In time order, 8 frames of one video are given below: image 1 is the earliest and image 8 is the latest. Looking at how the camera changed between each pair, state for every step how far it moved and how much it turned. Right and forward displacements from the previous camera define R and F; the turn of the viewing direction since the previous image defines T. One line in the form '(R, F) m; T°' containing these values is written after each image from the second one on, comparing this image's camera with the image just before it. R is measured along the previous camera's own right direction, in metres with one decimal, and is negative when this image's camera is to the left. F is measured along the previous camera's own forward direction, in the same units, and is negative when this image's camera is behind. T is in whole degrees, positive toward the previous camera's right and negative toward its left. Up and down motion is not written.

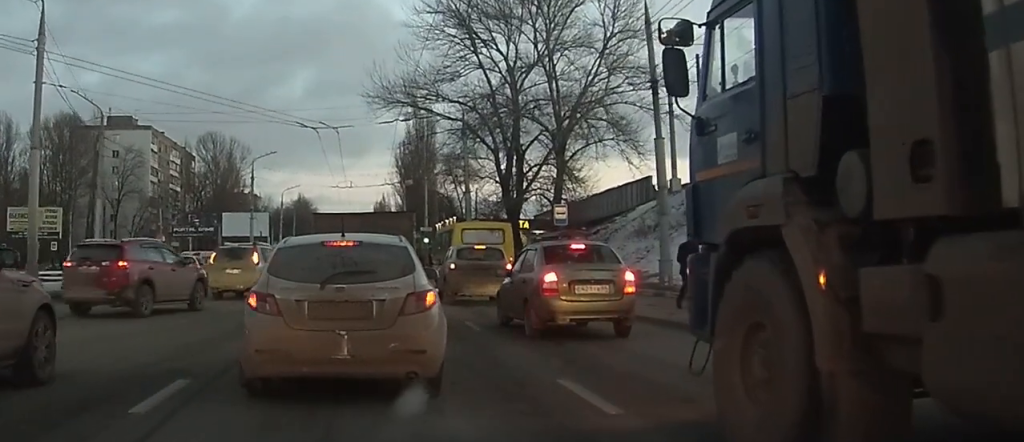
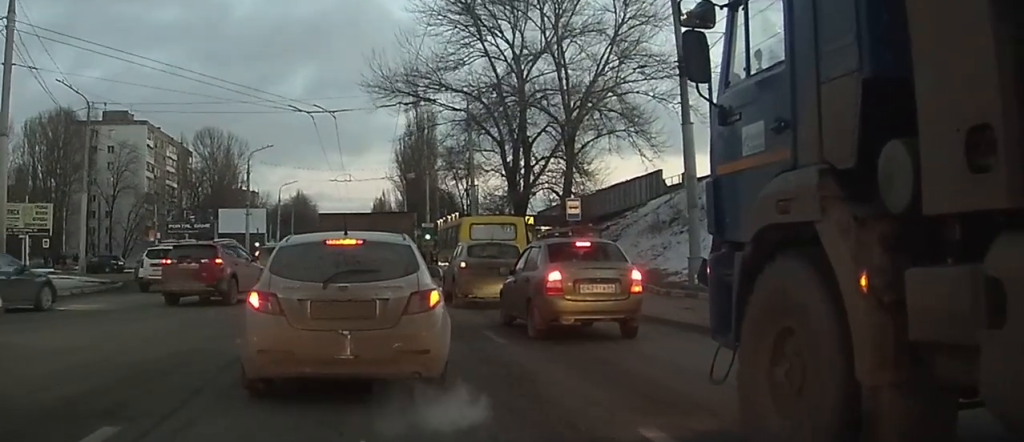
(-0.1, +2.8) m; -2°
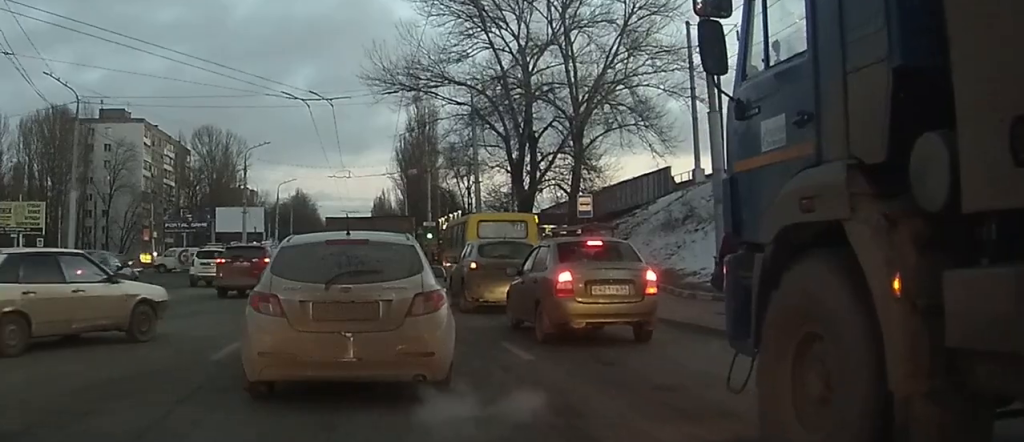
(0.0, +2.2) m; 0°
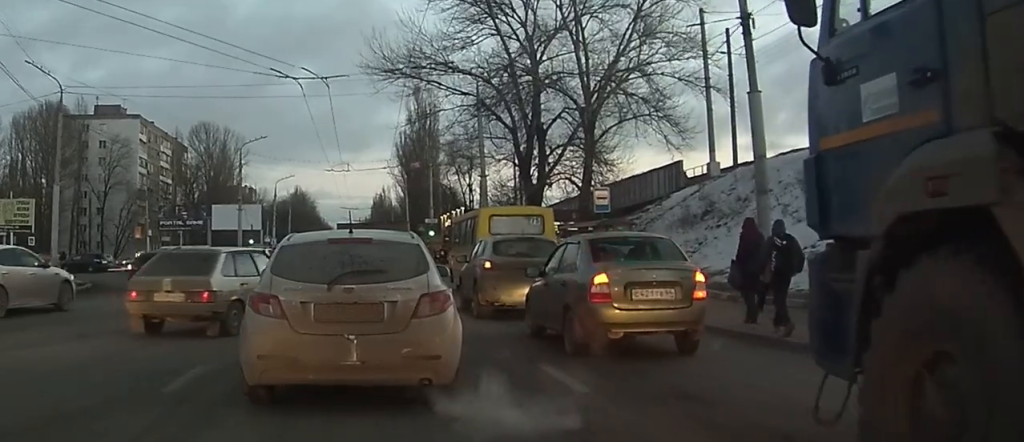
(0.0, +2.7) m; +1°
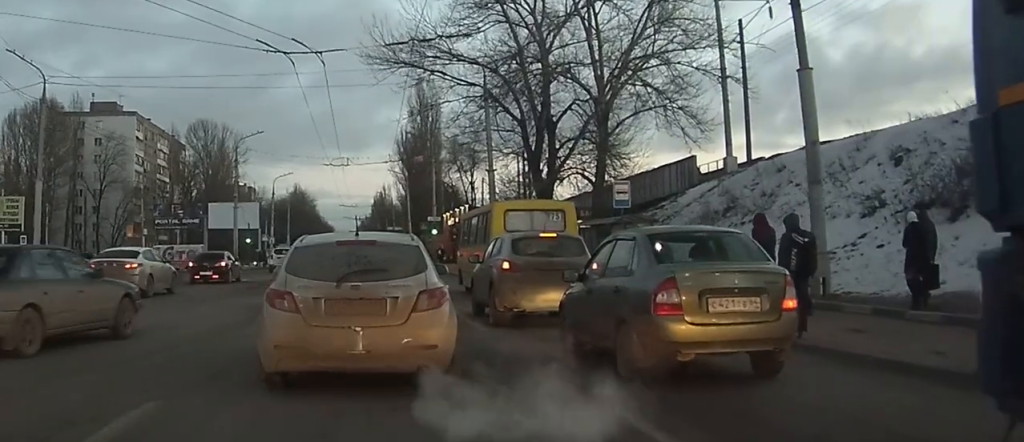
(0.0, +2.7) m; -1°
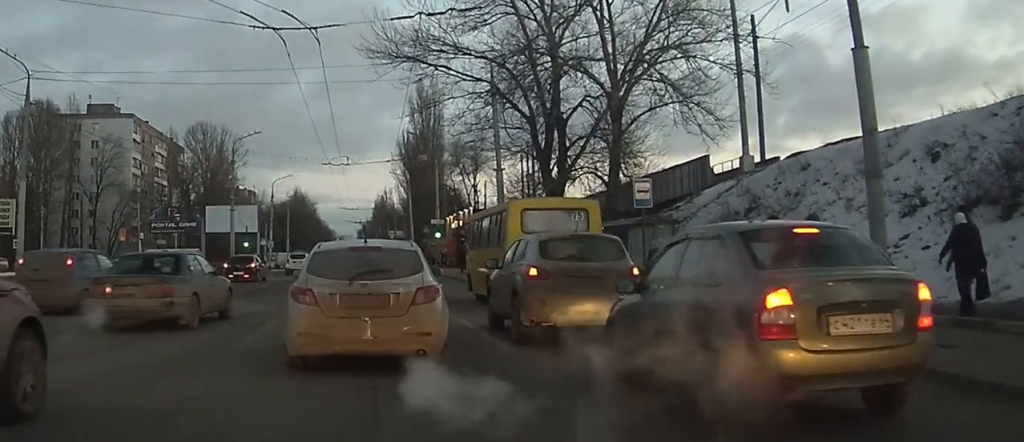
(-0.1, +2.3) m; -2°
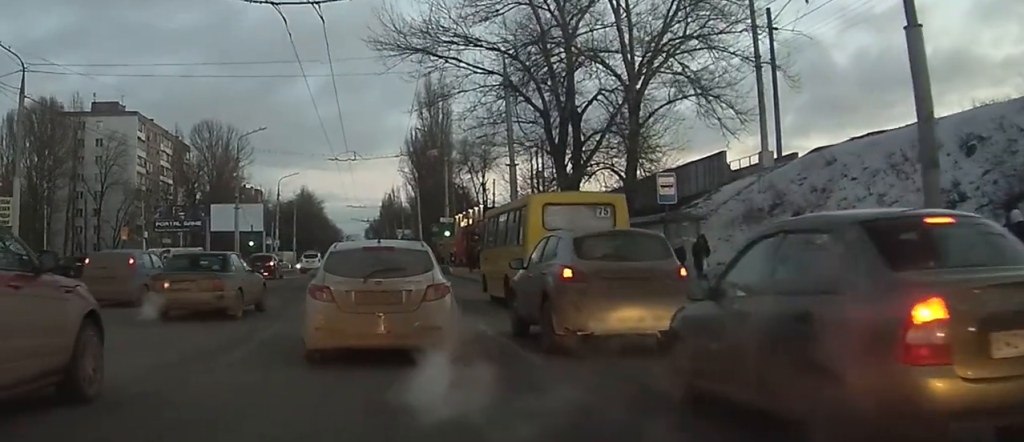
(0.0, +1.3) m; 0°
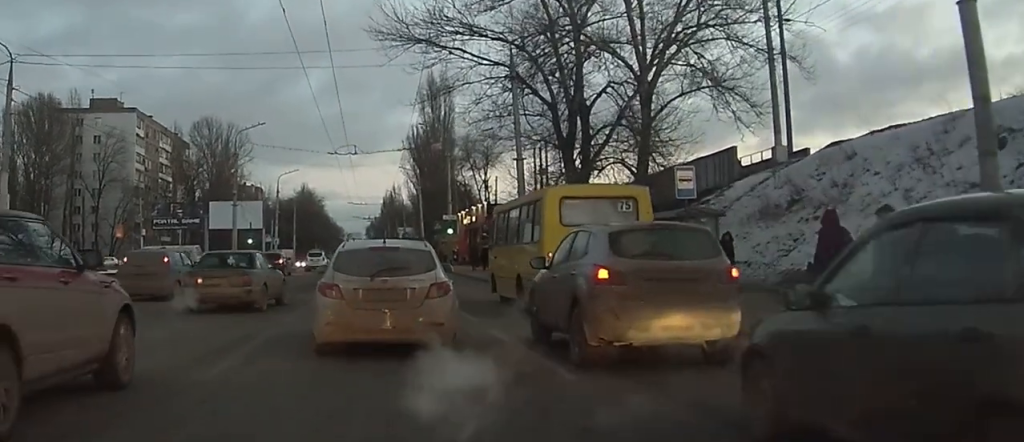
(0.0, +1.3) m; 0°
